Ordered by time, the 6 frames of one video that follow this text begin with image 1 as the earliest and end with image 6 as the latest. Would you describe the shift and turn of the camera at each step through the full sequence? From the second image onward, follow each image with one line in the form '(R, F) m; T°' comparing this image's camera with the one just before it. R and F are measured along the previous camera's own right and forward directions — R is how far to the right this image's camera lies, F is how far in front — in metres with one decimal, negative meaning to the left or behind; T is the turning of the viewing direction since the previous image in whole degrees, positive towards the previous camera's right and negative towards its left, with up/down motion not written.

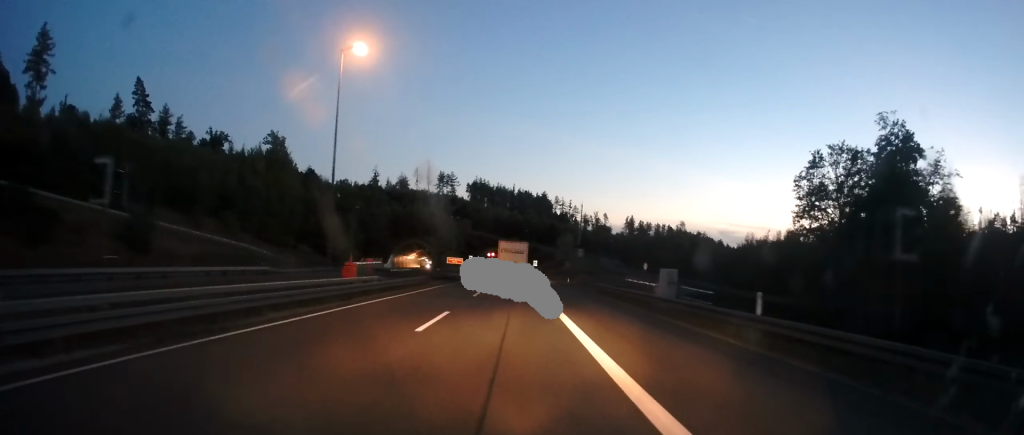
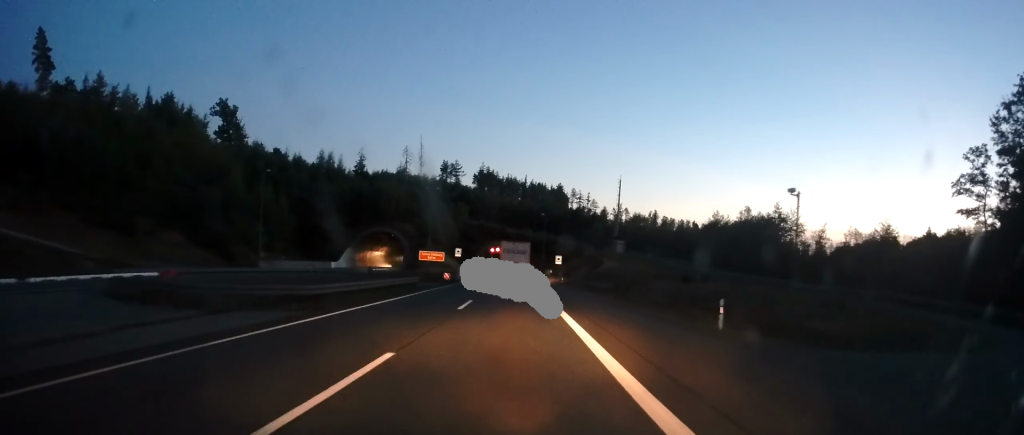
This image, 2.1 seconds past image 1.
(-1.0, +45.8) m; -1°
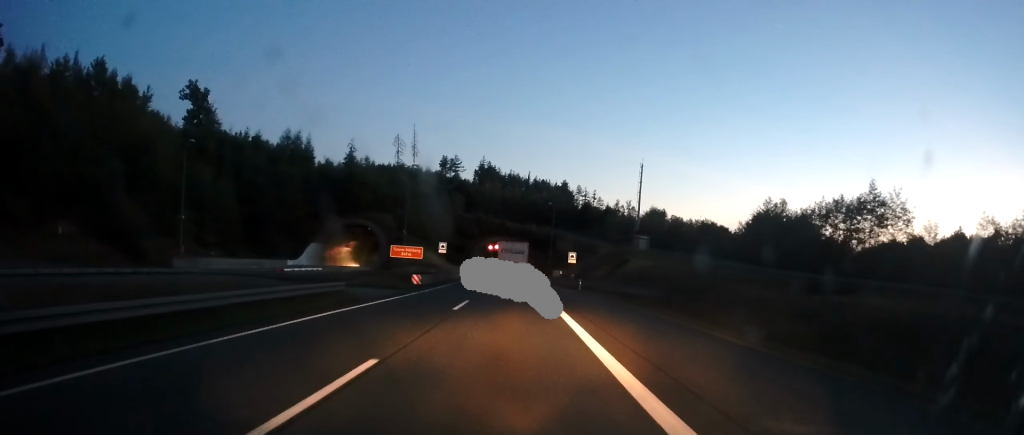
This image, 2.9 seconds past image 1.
(+0.2, +18.5) m; 0°
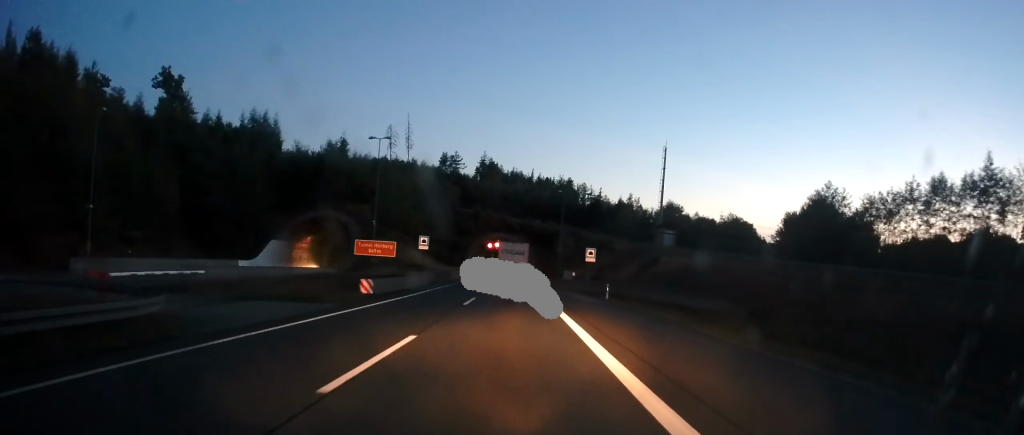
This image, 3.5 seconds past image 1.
(-0.2, +14.2) m; -2°
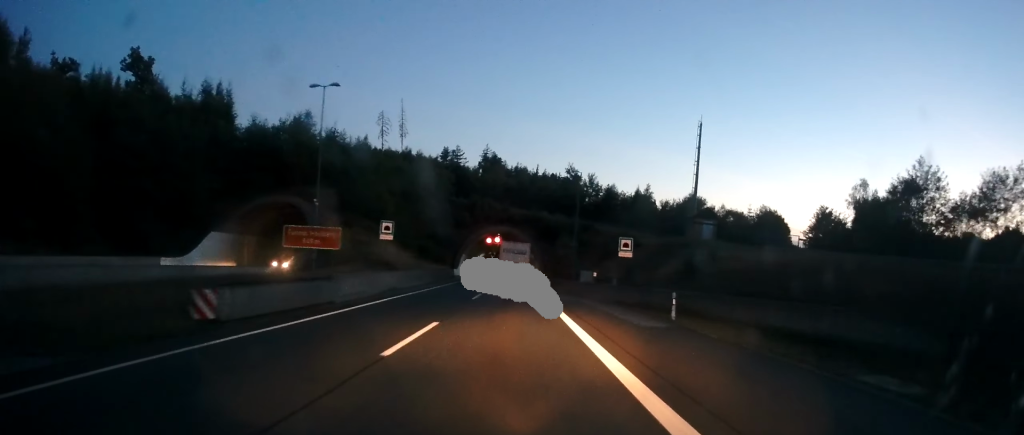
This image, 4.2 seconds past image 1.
(-0.3, +15.1) m; -1°
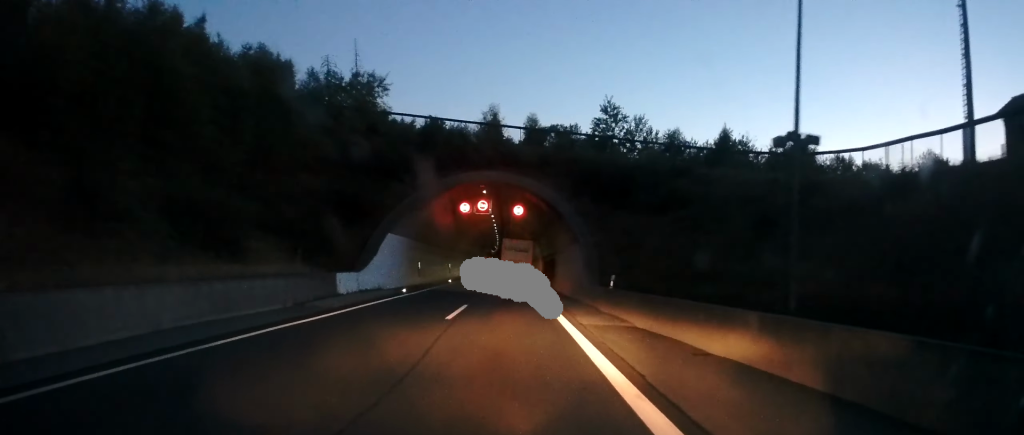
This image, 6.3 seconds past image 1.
(+0.2, +47.3) m; 0°
